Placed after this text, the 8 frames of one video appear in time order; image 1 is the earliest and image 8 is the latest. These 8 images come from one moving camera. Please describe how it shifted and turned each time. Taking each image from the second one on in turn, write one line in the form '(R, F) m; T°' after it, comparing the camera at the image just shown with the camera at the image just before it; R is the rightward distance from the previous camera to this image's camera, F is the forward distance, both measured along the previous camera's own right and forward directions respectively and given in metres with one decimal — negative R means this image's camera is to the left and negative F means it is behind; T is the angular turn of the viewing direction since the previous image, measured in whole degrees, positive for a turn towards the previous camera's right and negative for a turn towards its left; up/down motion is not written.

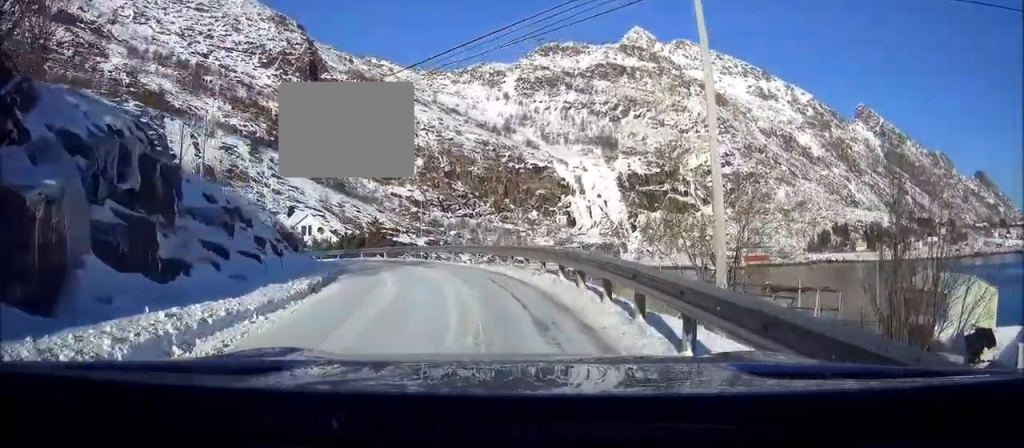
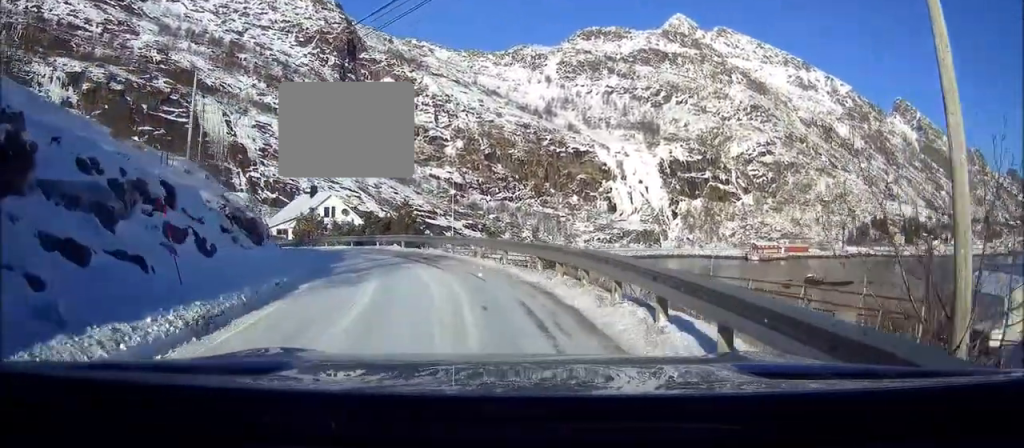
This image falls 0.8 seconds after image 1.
(0.0, +7.4) m; -5°
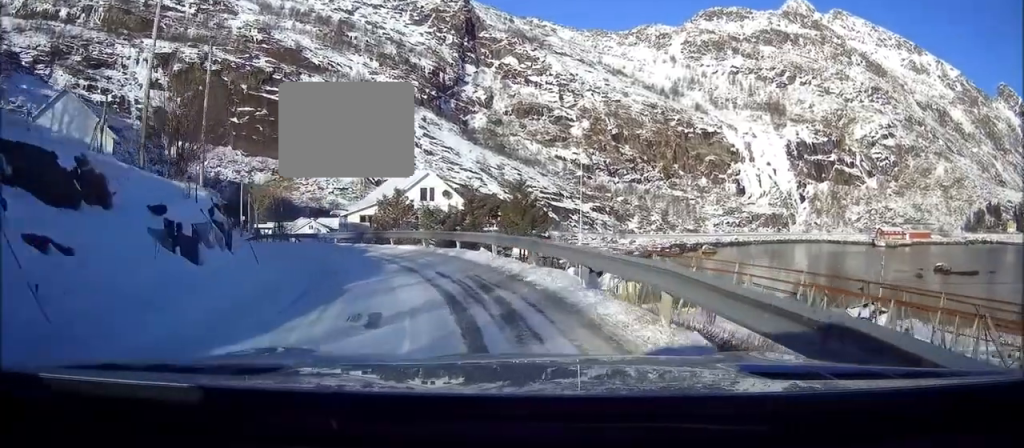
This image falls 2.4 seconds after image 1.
(-1.5, +16.5) m; -8°
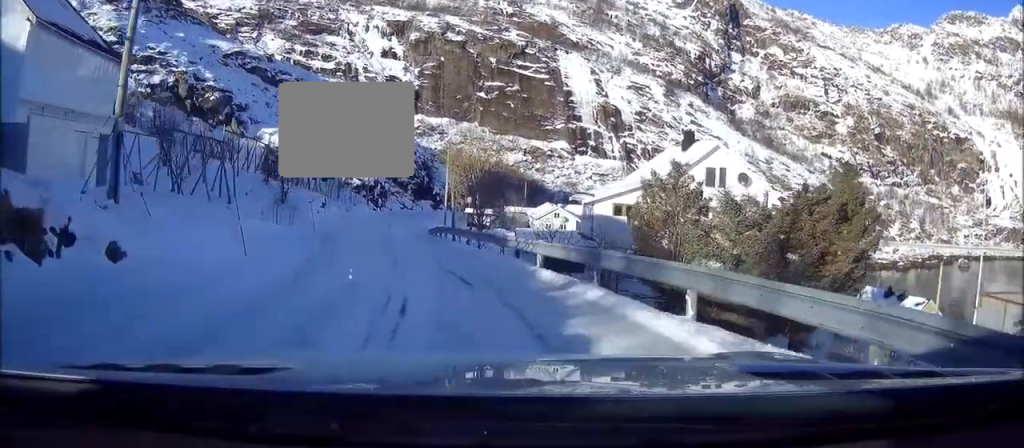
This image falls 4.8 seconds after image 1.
(-3.3, +22.7) m; -21°
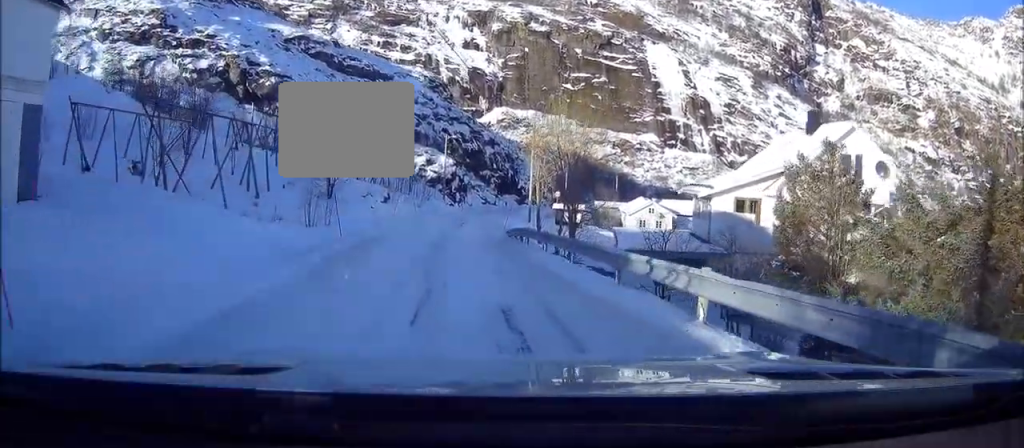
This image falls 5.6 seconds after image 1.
(-0.7, +7.9) m; -7°
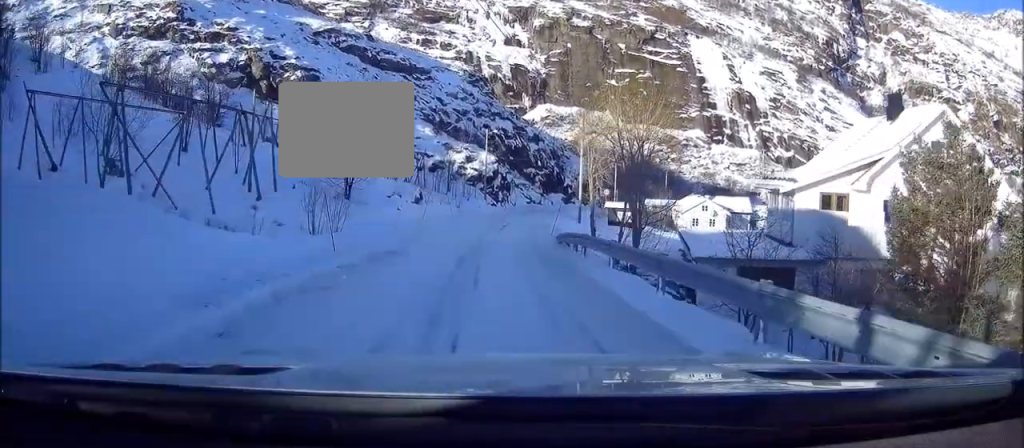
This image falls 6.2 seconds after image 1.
(-0.2, +5.1) m; -3°
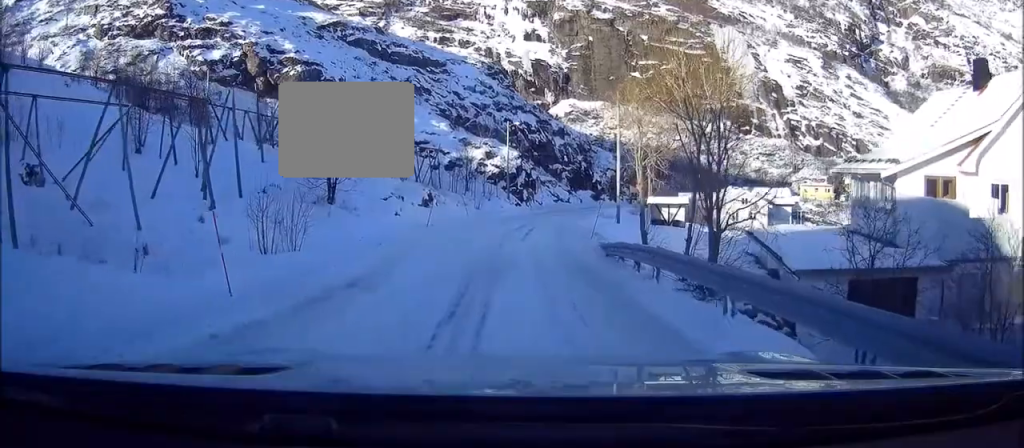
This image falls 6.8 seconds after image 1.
(-0.1, +6.4) m; -3°
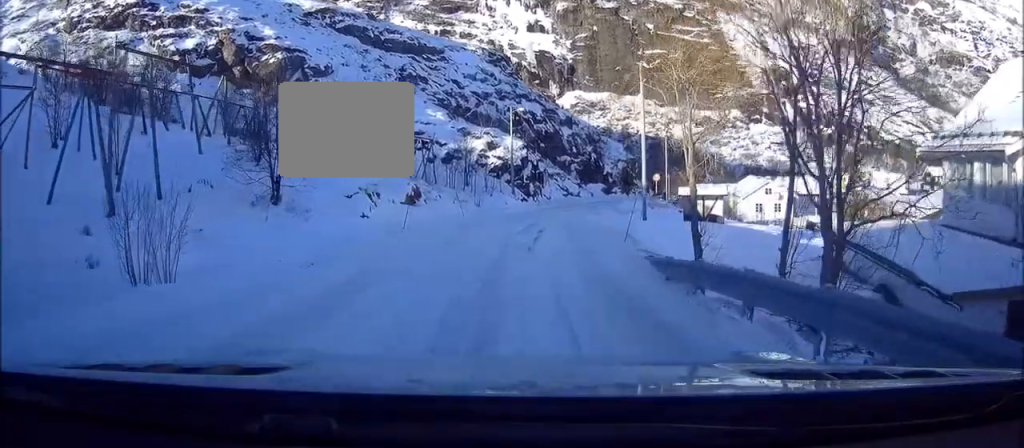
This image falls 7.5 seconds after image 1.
(-0.2, +6.2) m; -1°
